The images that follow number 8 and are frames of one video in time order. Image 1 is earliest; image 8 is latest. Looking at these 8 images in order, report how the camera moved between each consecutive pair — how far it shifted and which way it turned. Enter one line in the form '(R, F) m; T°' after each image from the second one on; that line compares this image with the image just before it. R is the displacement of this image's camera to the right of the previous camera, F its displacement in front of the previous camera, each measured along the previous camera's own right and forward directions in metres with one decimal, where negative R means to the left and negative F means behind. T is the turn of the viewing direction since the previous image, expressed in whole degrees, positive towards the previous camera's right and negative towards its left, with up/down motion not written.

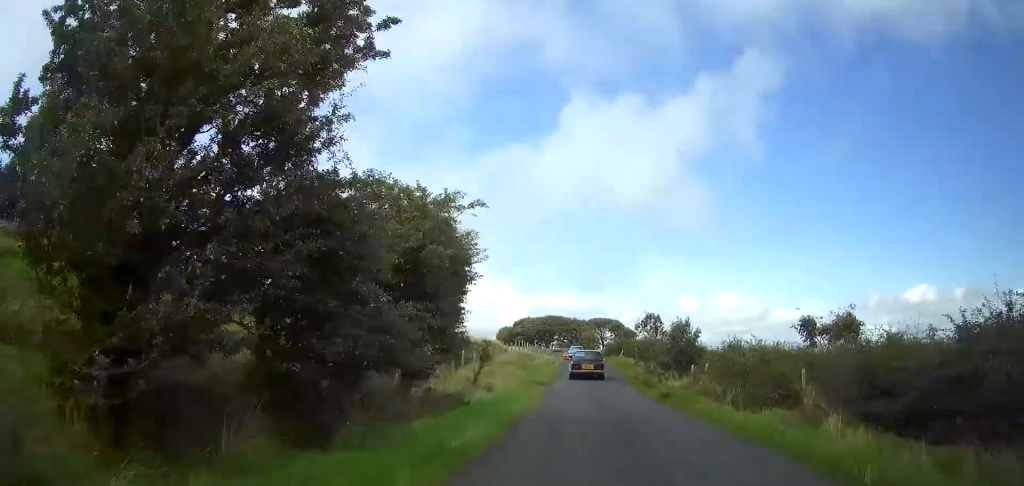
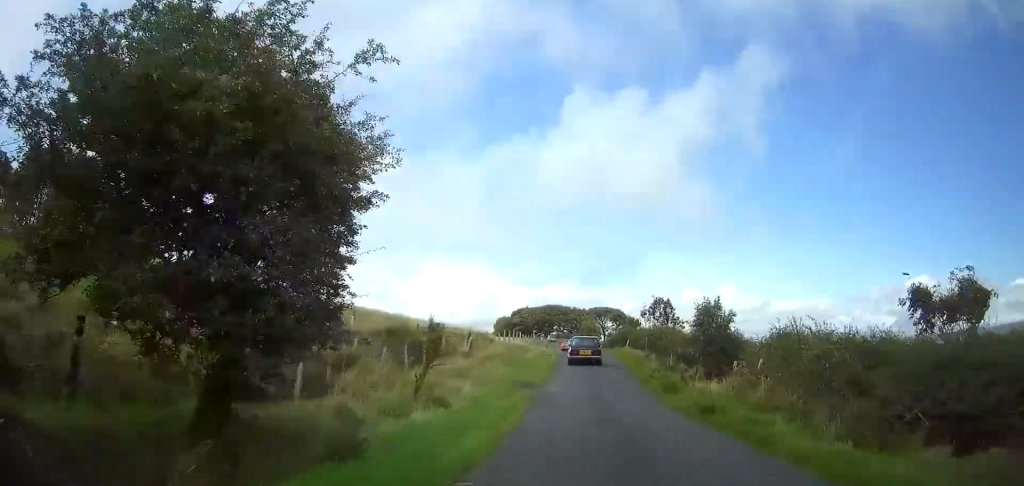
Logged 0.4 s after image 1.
(0.0, +6.8) m; 0°
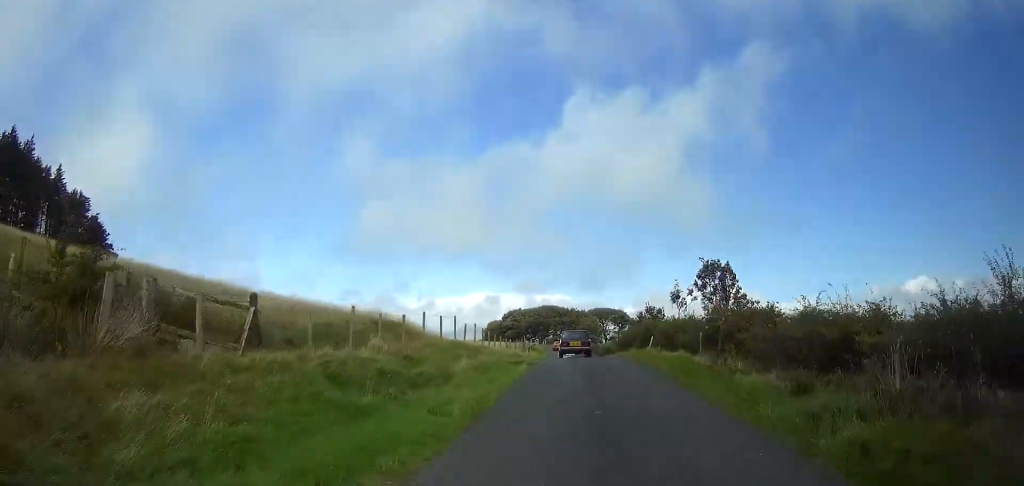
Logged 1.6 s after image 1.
(-0.1, +19.5) m; -1°
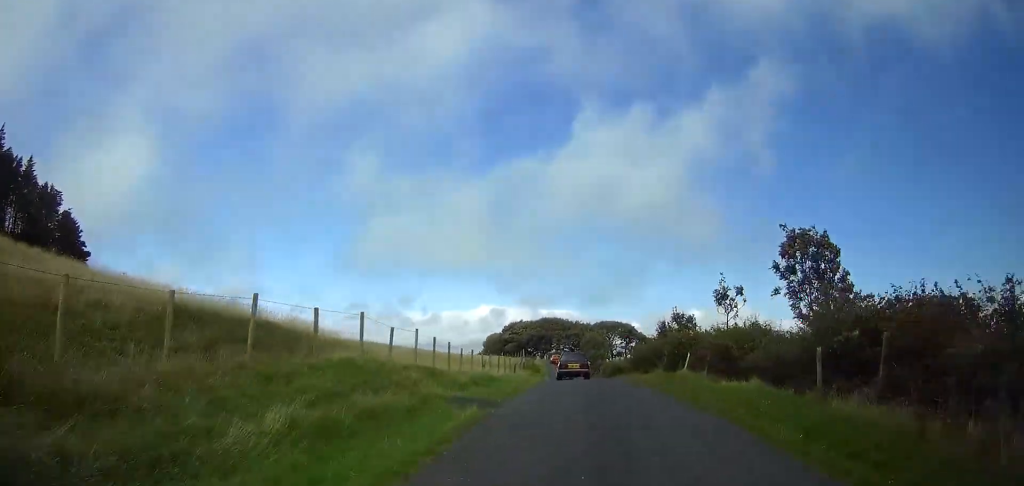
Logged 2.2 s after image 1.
(0.0, +10.5) m; 0°
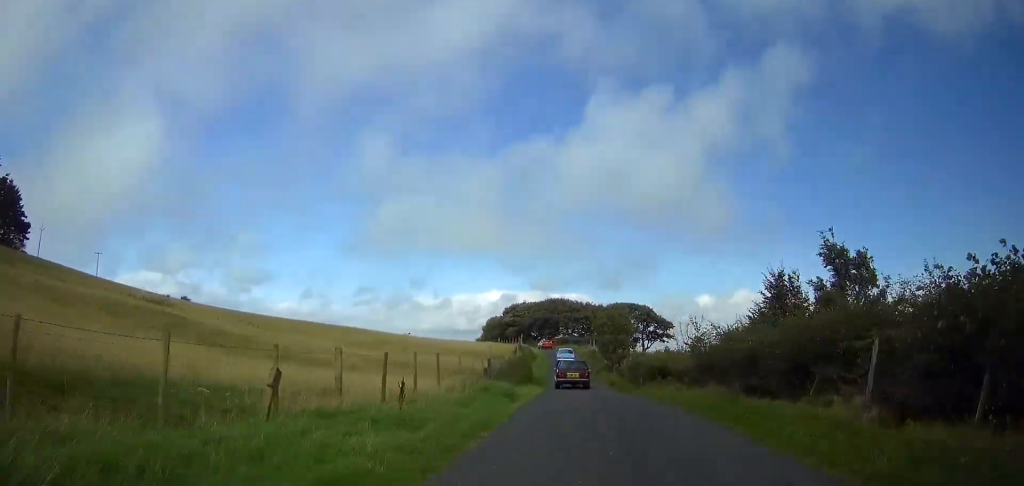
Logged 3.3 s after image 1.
(-0.1, +19.8) m; -1°
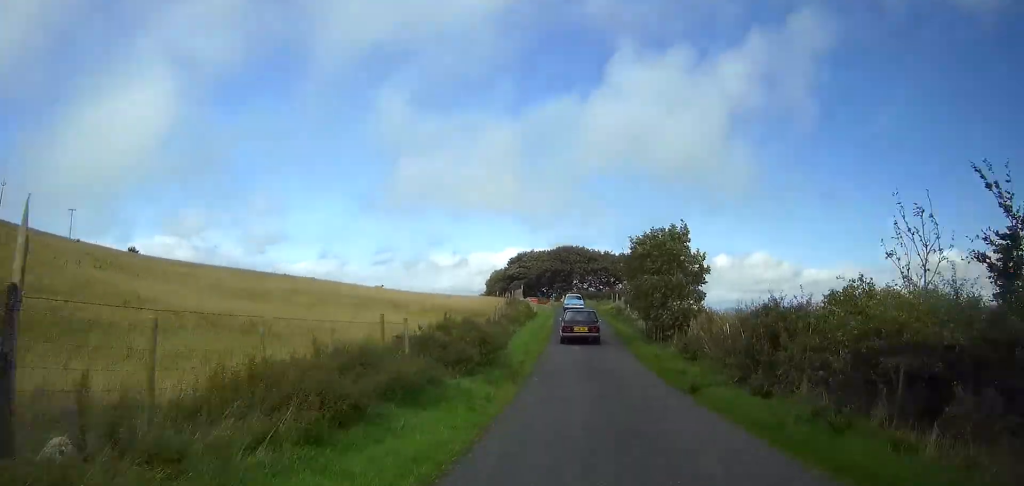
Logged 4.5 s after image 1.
(-0.2, +20.5) m; -1°
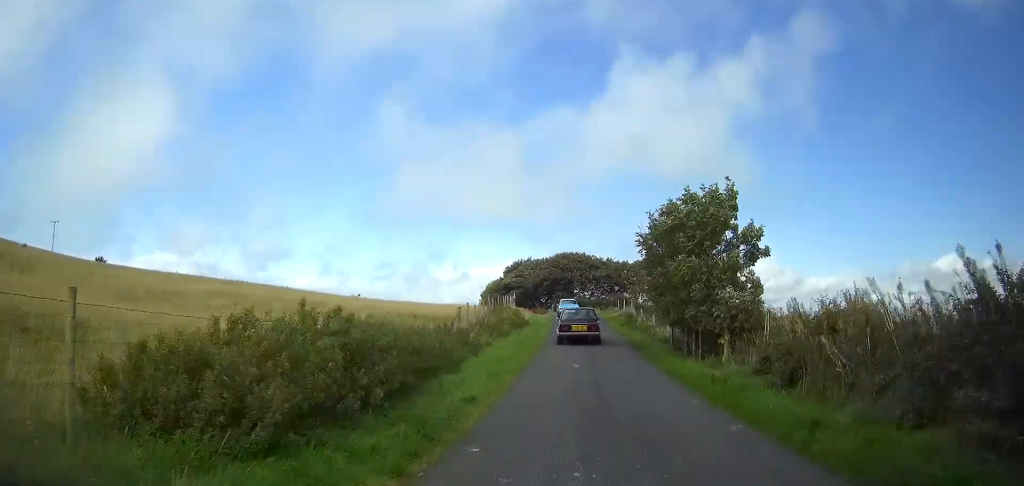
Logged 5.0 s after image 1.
(0.0, +8.6) m; 0°
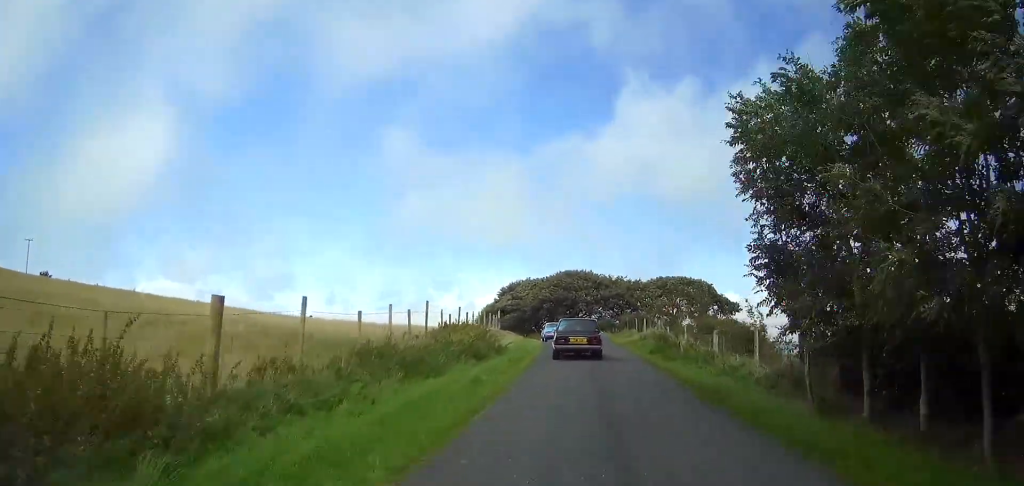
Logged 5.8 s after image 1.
(-0.1, +13.1) m; 0°
